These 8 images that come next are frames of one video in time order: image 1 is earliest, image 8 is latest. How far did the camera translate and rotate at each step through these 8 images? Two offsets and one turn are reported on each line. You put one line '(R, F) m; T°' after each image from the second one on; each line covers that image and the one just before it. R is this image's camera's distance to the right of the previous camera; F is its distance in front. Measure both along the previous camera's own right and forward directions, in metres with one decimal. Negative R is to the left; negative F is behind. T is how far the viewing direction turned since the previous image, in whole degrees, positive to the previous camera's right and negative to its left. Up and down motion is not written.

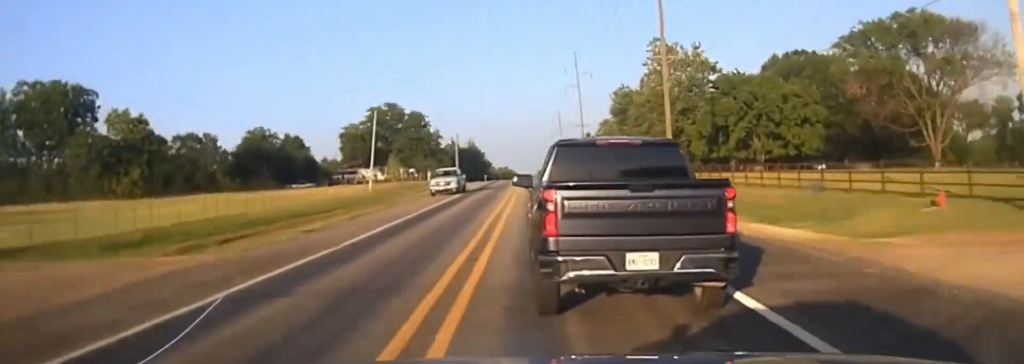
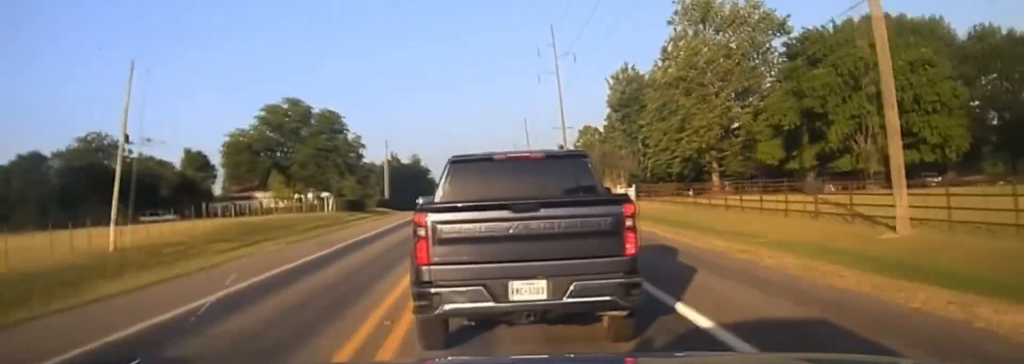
(+0.5, +46.3) m; +1°
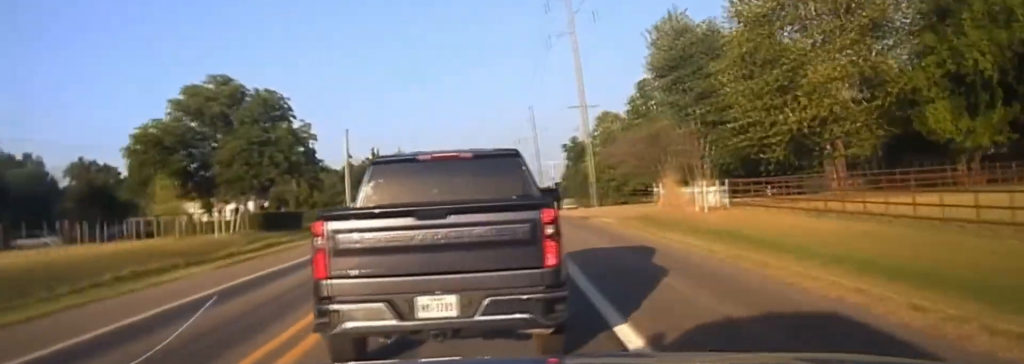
(+0.4, +29.8) m; +1°
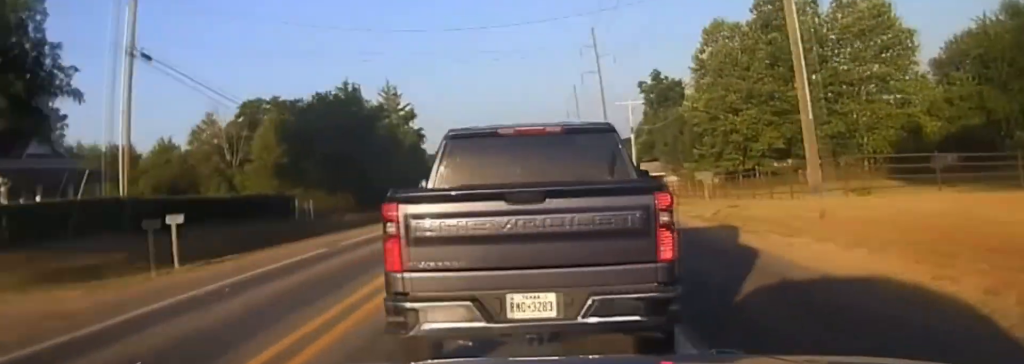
(-0.6, +56.1) m; -2°
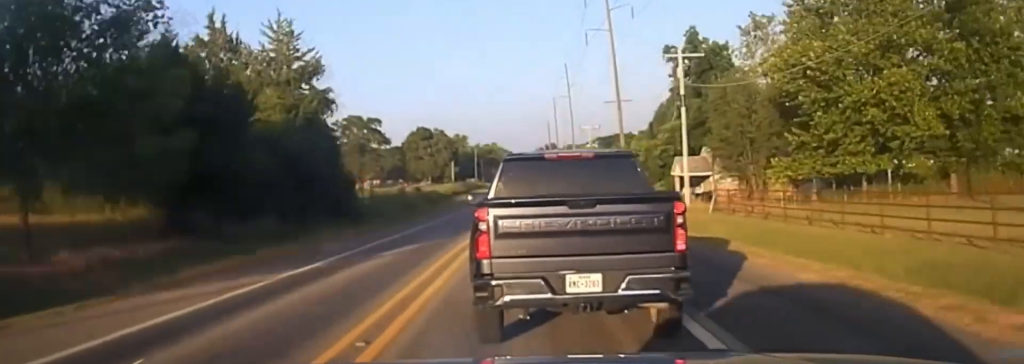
(-0.6, +37.0) m; -1°
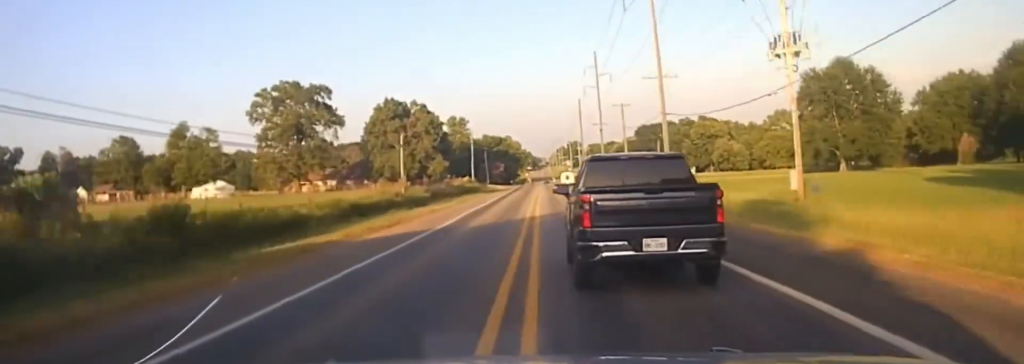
(+0.8, +91.6) m; 0°
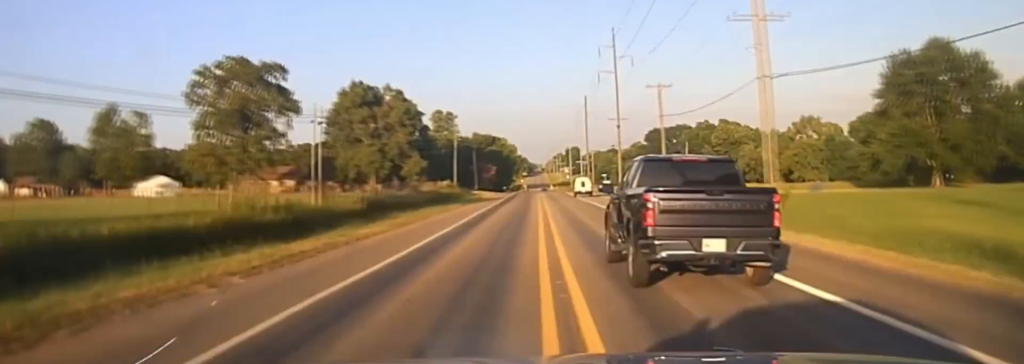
(-0.2, +32.1) m; 0°
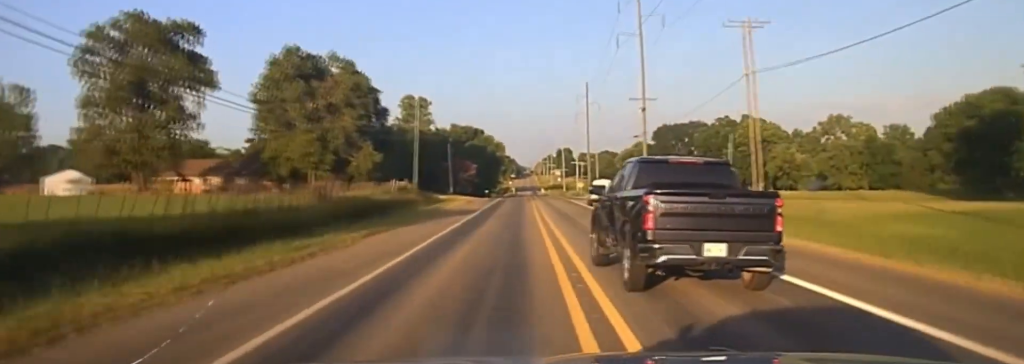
(-0.1, +35.6) m; +1°
